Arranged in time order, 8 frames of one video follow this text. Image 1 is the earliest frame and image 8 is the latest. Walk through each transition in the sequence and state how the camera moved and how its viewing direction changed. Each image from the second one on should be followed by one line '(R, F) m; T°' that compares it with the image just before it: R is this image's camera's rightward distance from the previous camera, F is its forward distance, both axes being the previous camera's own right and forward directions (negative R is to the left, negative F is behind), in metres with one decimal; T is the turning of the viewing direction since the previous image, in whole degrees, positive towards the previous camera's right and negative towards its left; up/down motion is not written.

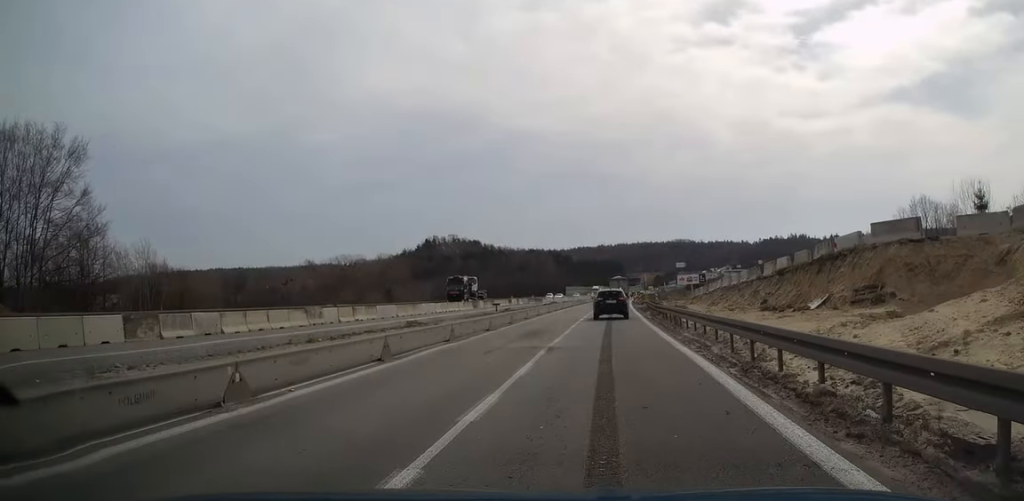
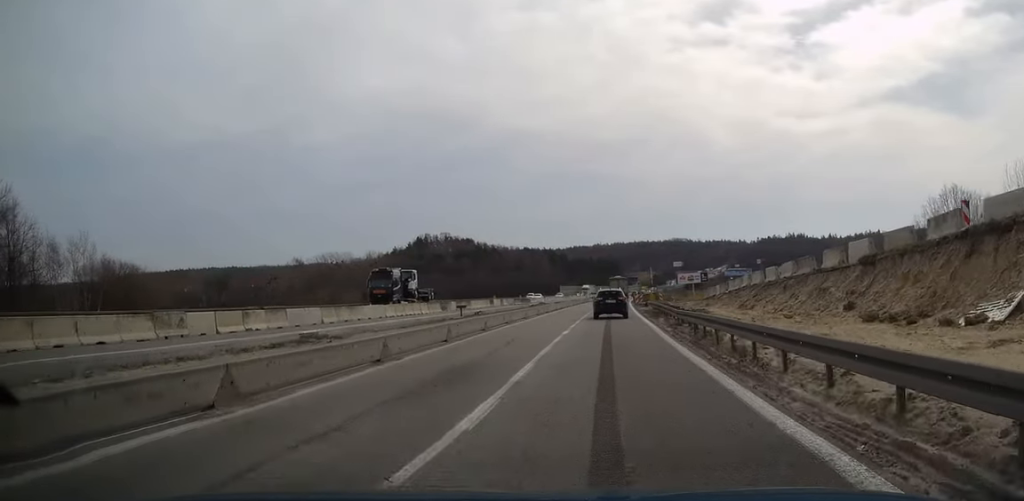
(0.0, +12.2) m; 0°
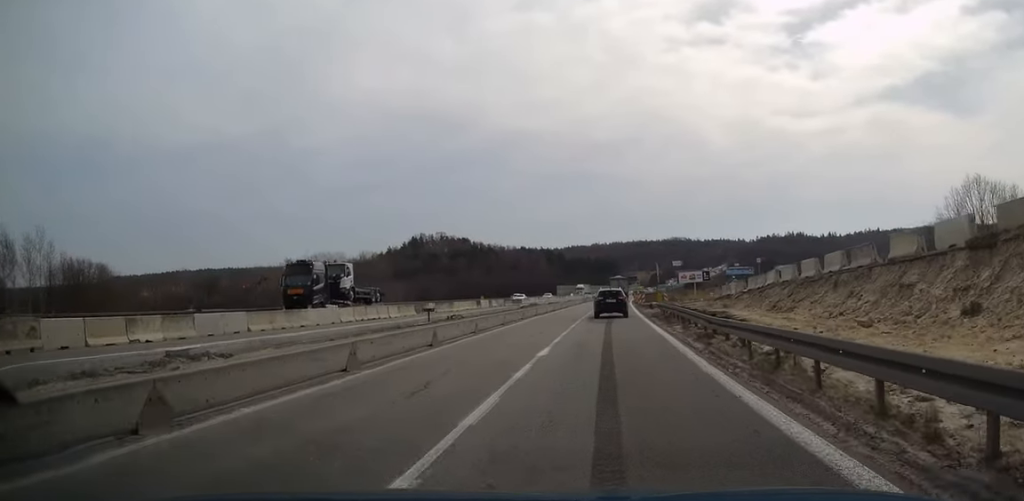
(+0.1, +7.6) m; 0°
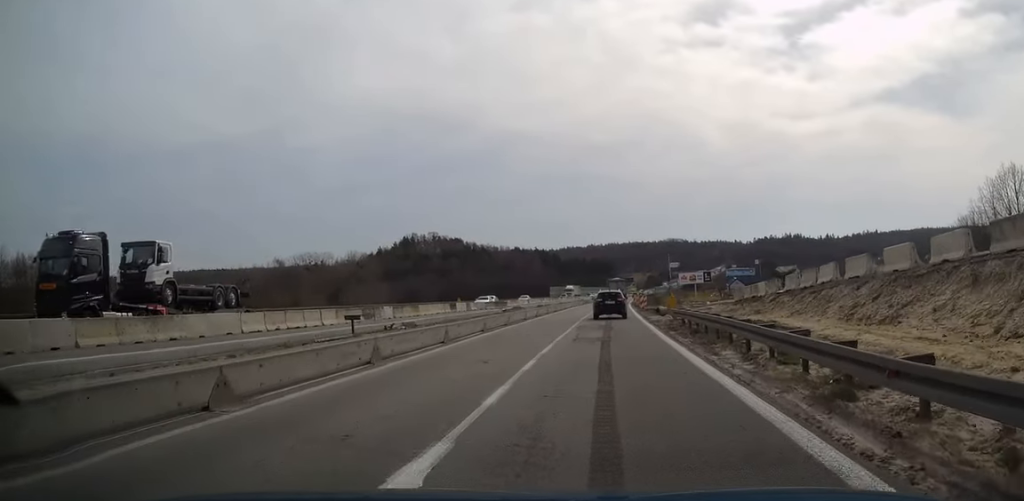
(0.0, +10.4) m; 0°
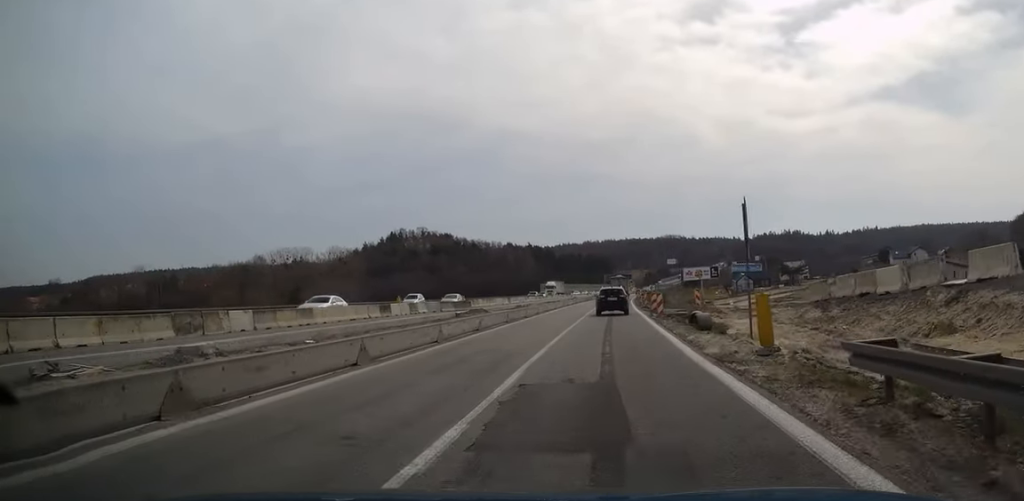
(0.0, +18.9) m; 0°
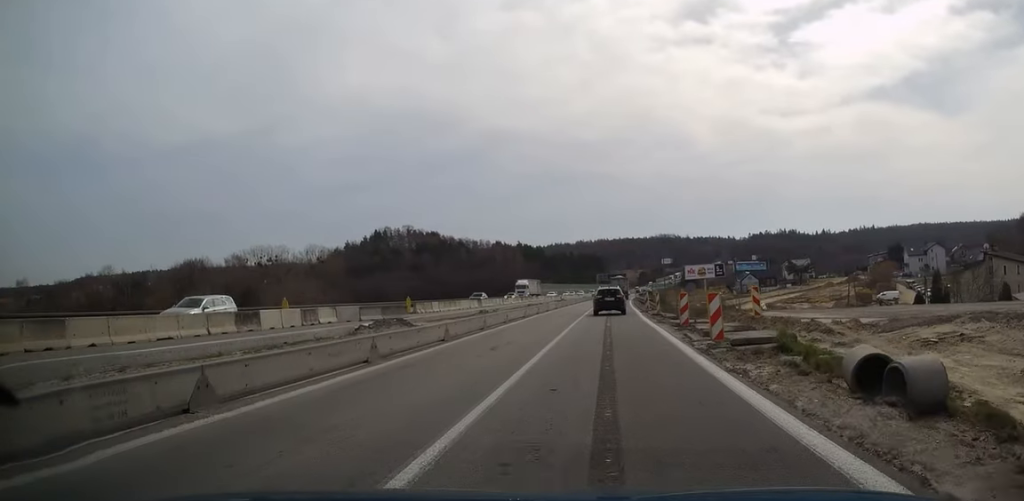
(+0.1, +17.3) m; +1°
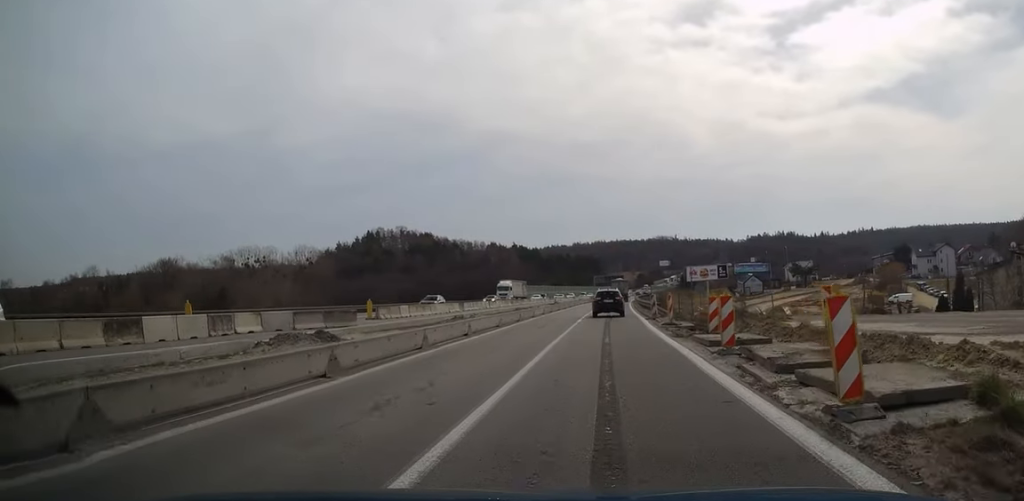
(0.0, +8.2) m; 0°
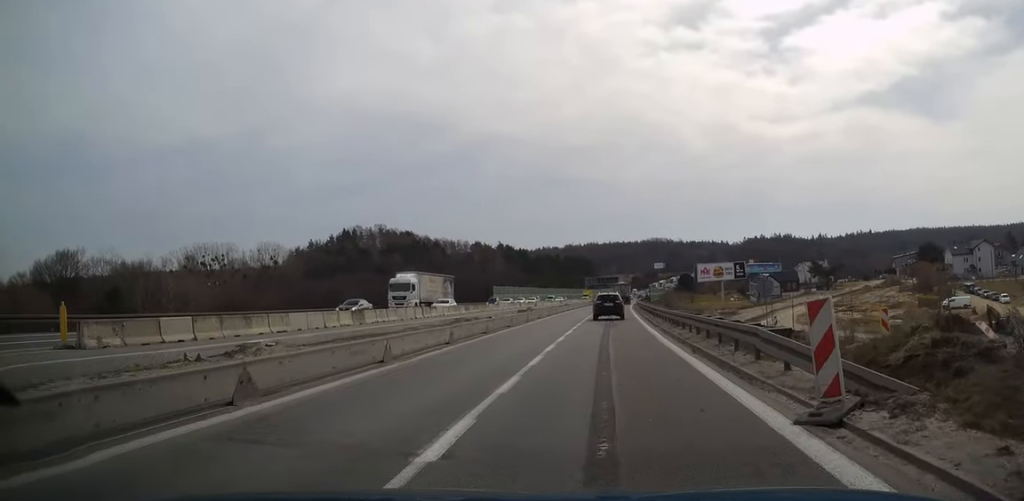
(+0.3, +26.8) m; +1°
